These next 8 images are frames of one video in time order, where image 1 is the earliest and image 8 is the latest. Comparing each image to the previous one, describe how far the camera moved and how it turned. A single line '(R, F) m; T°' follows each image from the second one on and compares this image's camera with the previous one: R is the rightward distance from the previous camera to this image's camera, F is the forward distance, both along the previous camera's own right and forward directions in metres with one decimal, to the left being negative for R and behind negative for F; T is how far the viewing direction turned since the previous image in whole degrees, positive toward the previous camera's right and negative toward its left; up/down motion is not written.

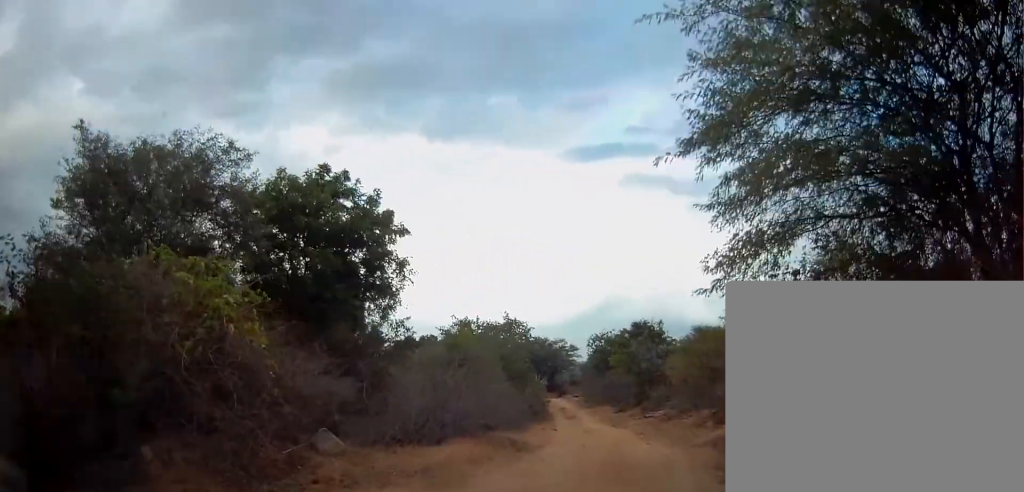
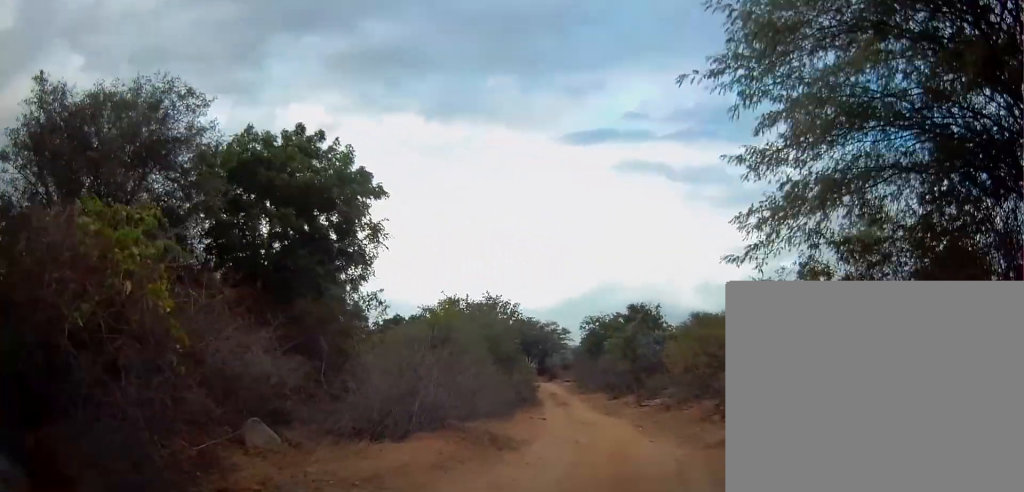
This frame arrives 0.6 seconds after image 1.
(+0.1, +1.6) m; +3°
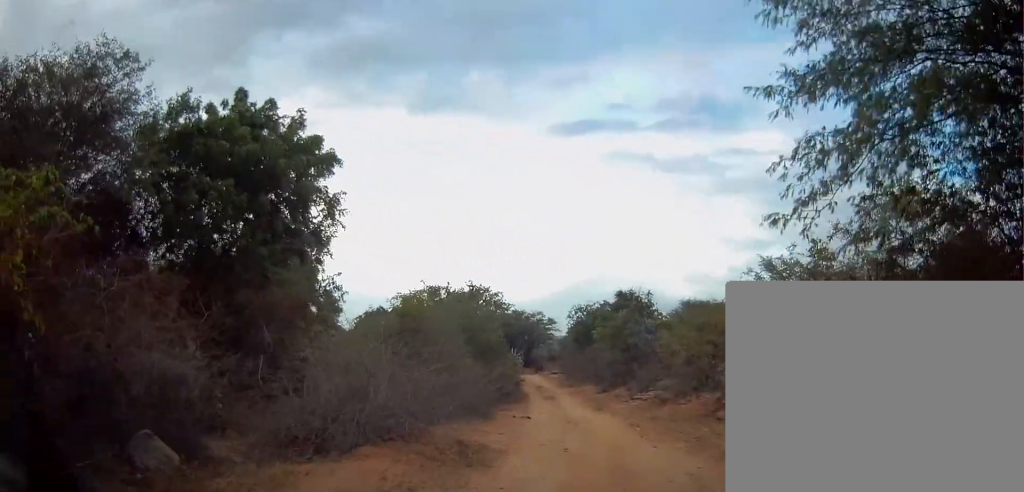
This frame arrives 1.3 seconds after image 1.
(+0.1, +1.6) m; +1°
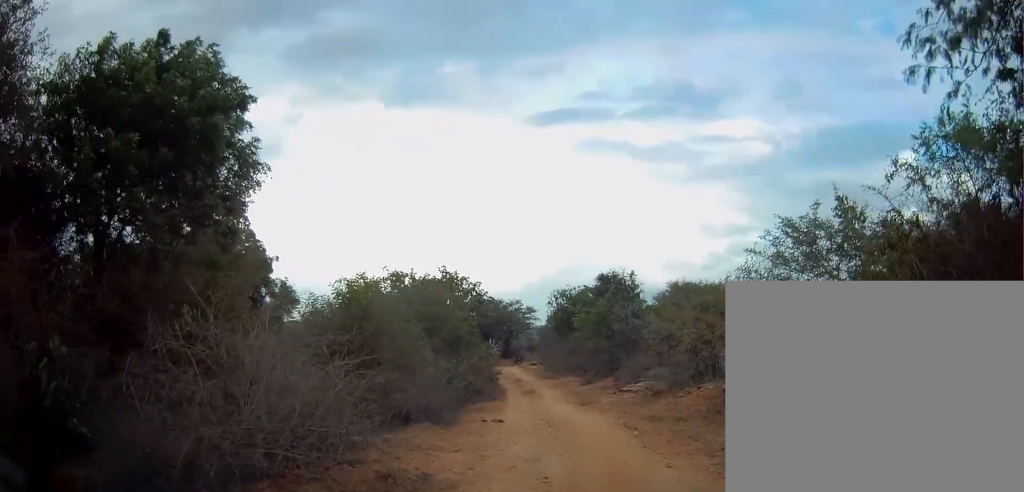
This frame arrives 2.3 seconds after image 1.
(-0.2, +2.4) m; -5°
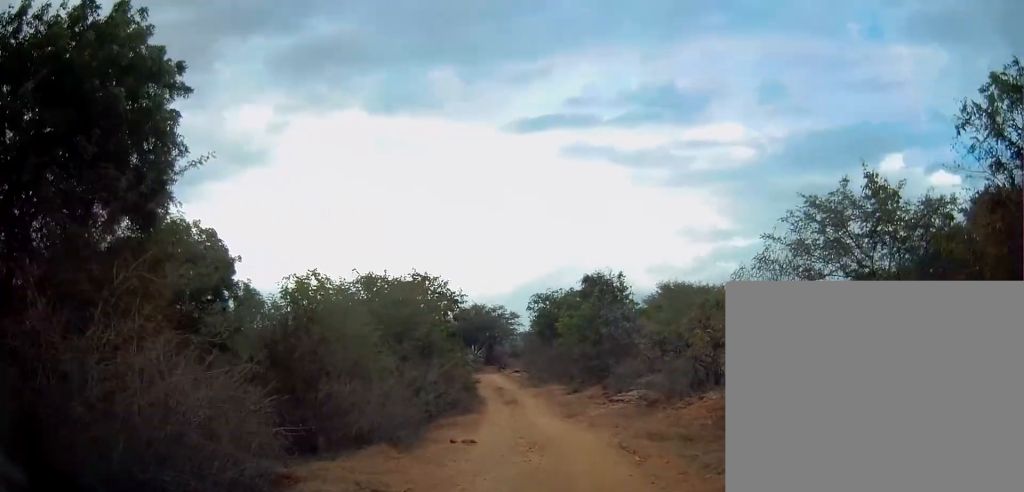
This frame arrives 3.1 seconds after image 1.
(0.0, +1.9) m; 0°
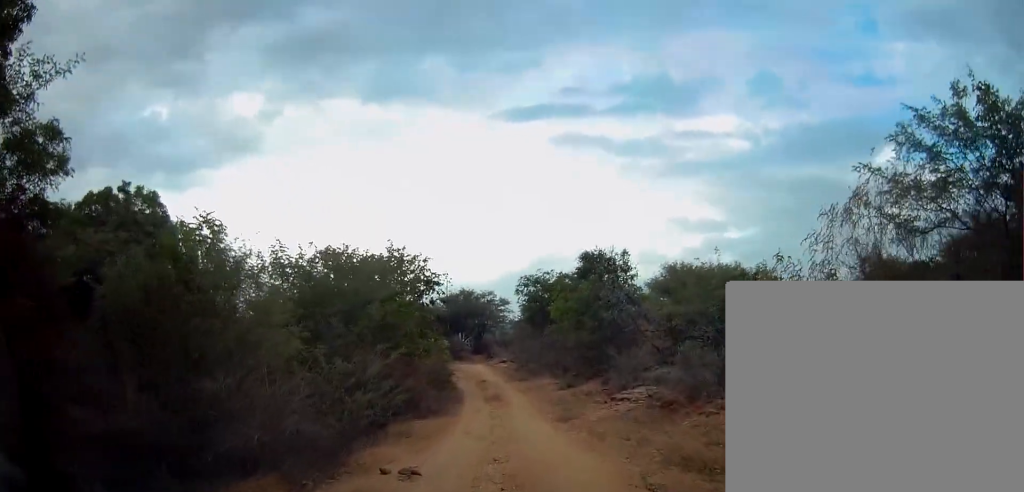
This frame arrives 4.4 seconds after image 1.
(+0.1, +3.7) m; +1°
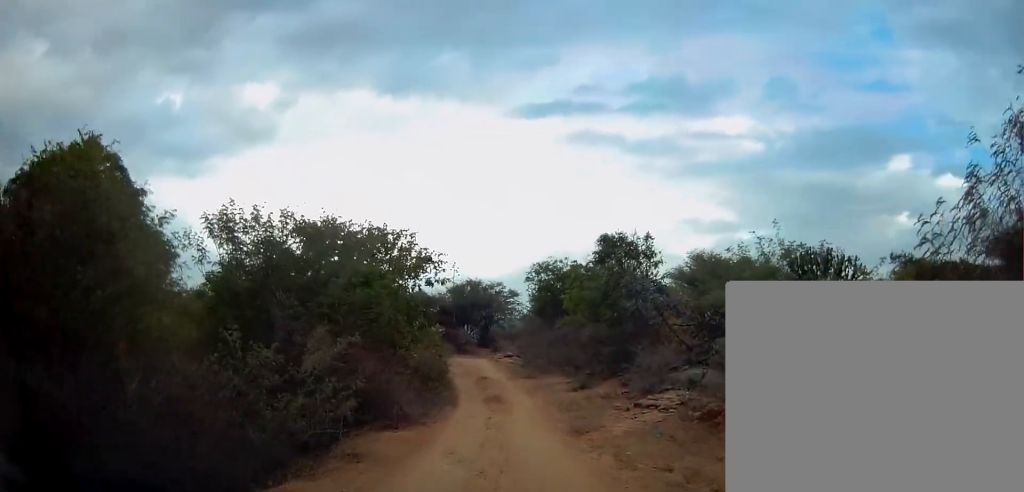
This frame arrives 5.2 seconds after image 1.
(-0.1, +3.0) m; +2°
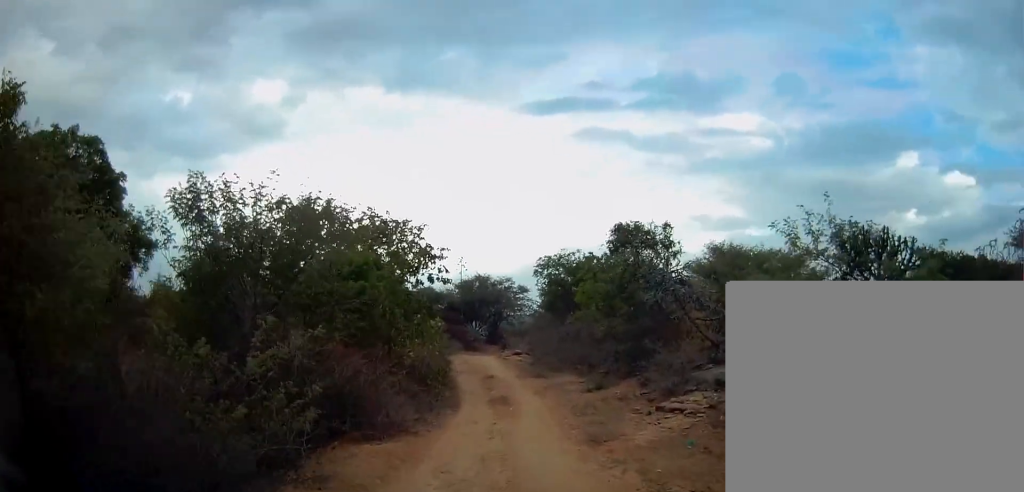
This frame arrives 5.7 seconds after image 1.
(+0.1, +1.6) m; -1°
